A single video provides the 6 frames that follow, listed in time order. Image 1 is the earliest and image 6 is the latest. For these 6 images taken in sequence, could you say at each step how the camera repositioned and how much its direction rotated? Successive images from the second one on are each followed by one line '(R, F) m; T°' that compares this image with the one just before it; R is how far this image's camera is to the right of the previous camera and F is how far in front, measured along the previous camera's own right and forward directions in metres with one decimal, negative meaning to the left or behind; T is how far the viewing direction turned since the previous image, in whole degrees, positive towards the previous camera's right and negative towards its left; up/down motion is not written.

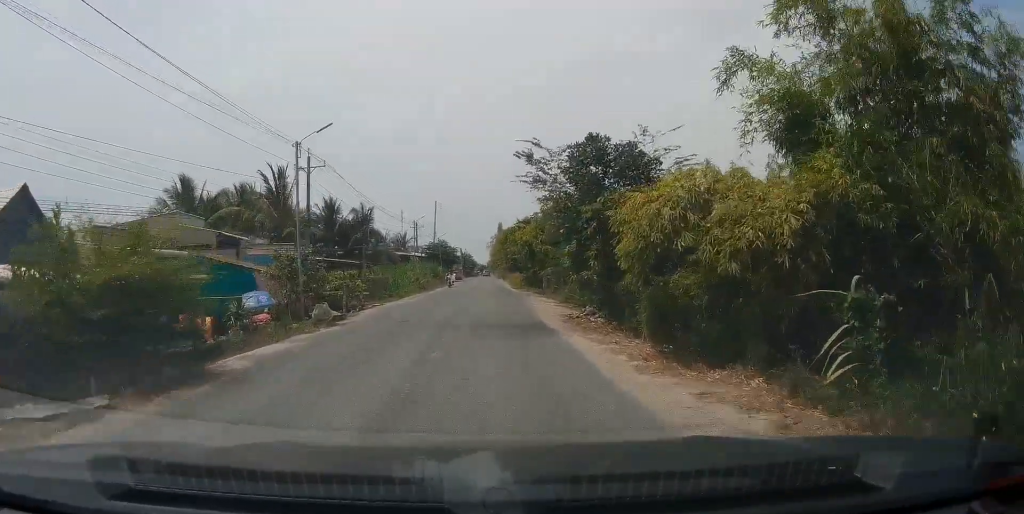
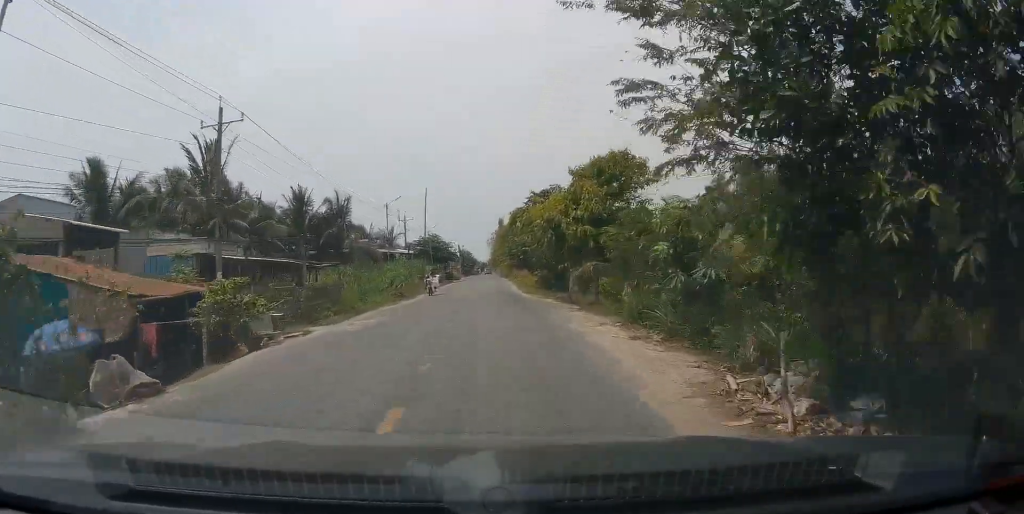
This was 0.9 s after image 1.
(0.0, +13.4) m; 0°
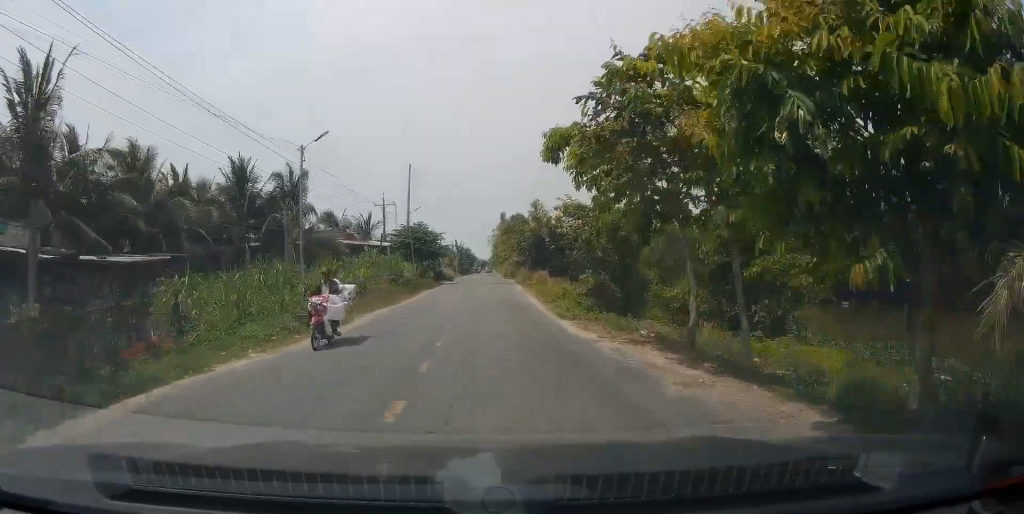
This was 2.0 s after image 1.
(+0.1, +18.1) m; 0°
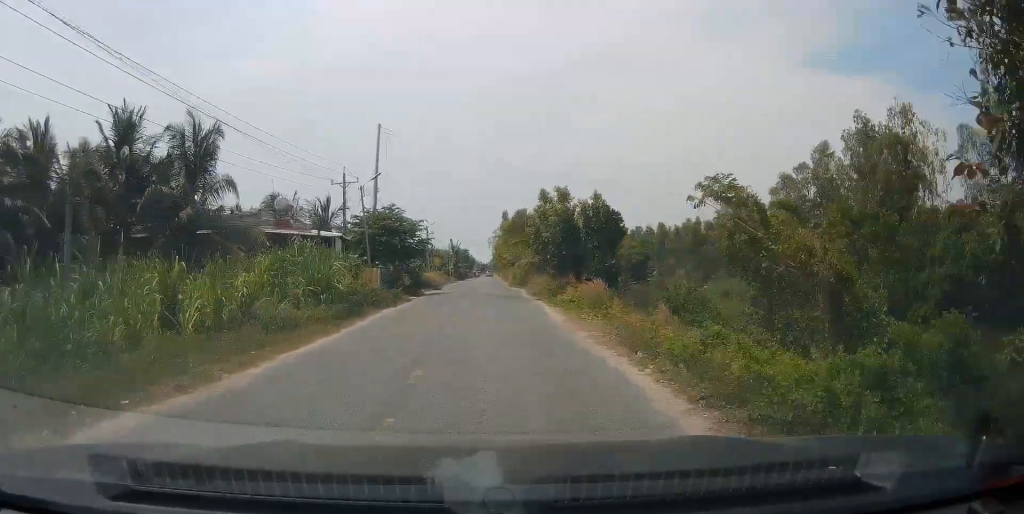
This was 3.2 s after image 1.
(0.0, +18.9) m; -1°
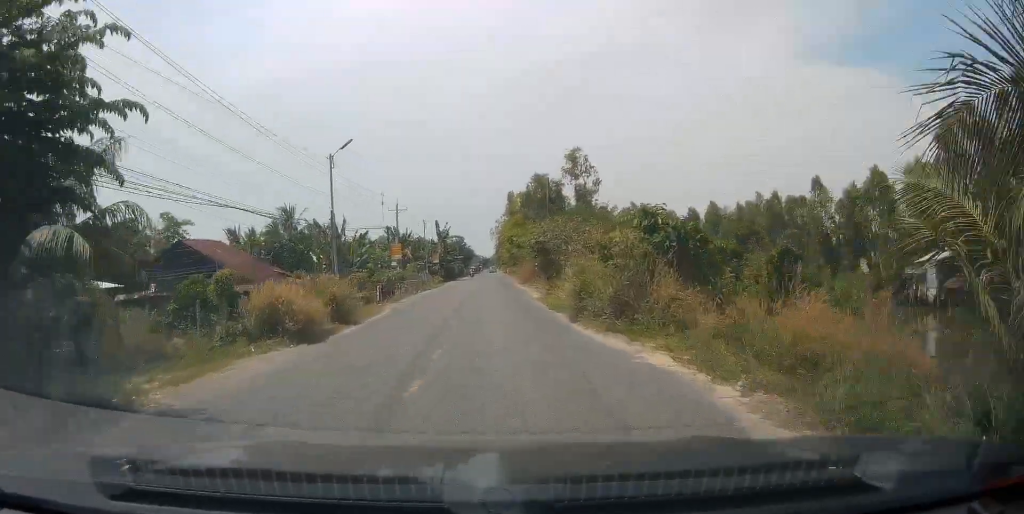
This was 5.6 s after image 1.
(+0.6, +37.5) m; +2°
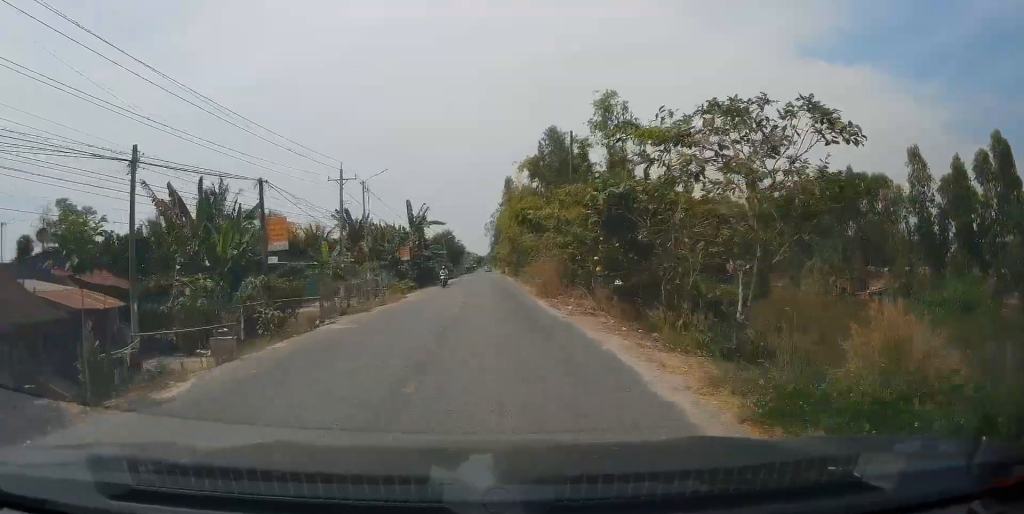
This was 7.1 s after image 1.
(+0.8, +24.1) m; +2°
